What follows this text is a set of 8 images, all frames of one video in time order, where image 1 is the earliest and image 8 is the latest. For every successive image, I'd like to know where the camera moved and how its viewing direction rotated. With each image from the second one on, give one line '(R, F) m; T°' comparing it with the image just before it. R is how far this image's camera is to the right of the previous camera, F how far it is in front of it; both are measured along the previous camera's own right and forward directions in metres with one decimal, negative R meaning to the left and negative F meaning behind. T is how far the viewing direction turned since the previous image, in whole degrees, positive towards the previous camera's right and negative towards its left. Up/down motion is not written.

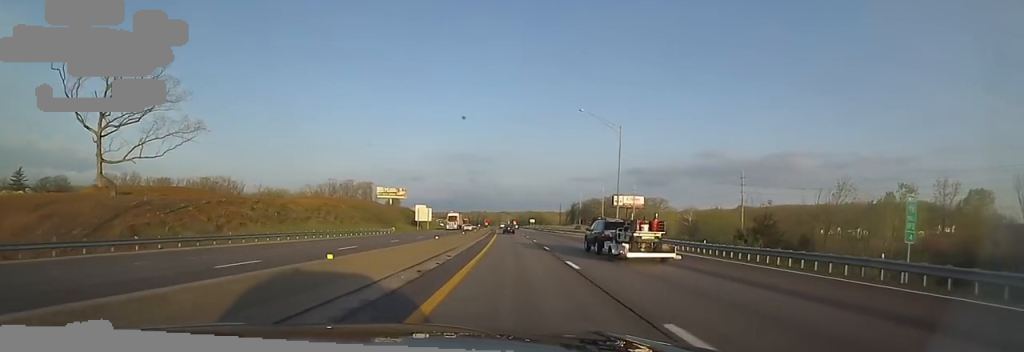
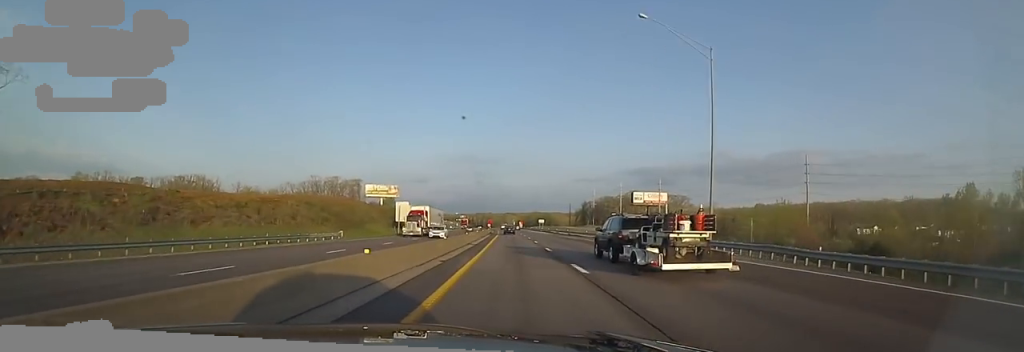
(-1.1, +25.3) m; 0°
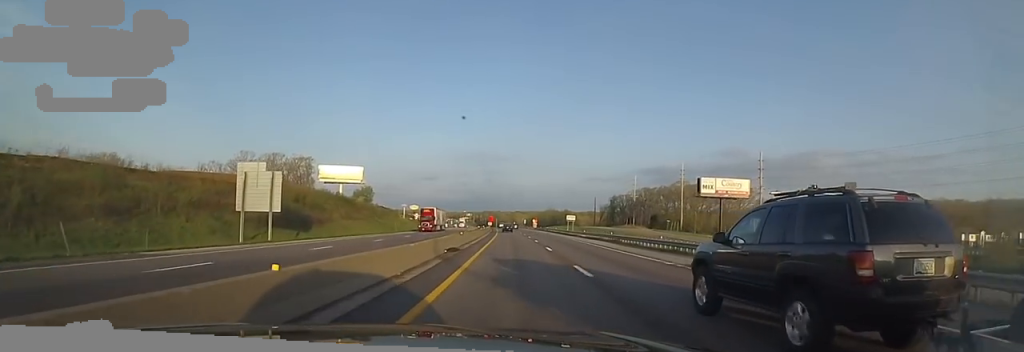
(-0.1, +61.0) m; 0°
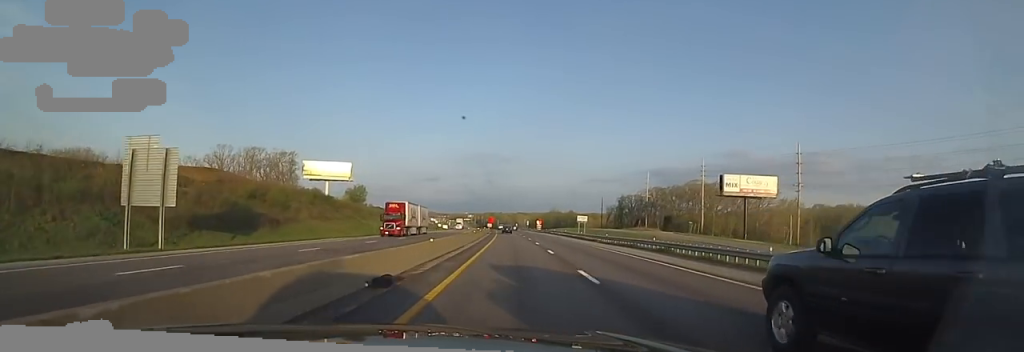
(-0.2, +13.7) m; 0°
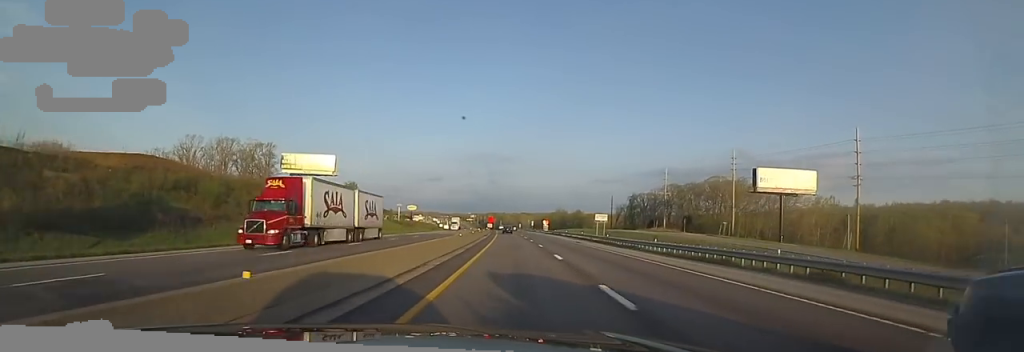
(+0.7, +16.0) m; 0°
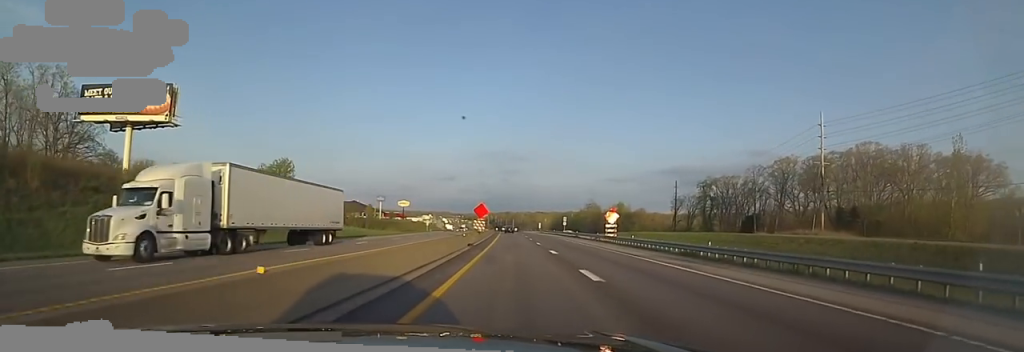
(-2.2, +70.9) m; -3°
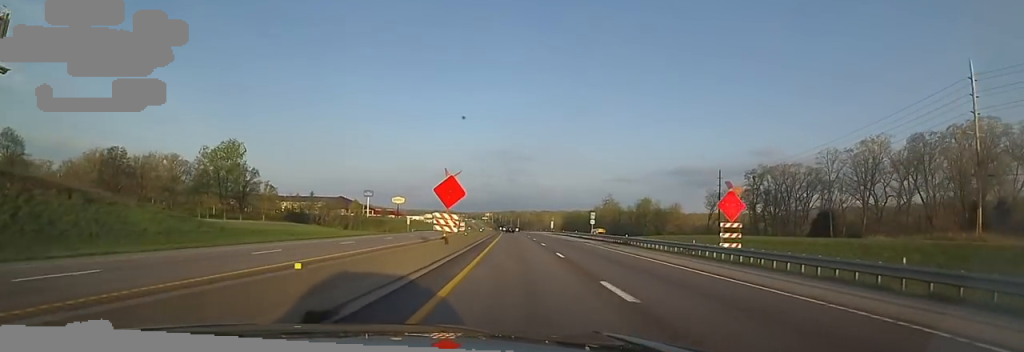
(0.0, +28.0) m; 0°
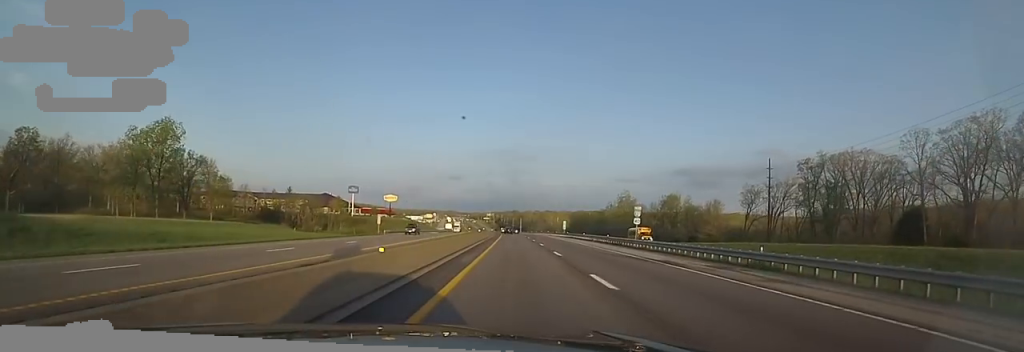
(0.0, +22.5) m; 0°
